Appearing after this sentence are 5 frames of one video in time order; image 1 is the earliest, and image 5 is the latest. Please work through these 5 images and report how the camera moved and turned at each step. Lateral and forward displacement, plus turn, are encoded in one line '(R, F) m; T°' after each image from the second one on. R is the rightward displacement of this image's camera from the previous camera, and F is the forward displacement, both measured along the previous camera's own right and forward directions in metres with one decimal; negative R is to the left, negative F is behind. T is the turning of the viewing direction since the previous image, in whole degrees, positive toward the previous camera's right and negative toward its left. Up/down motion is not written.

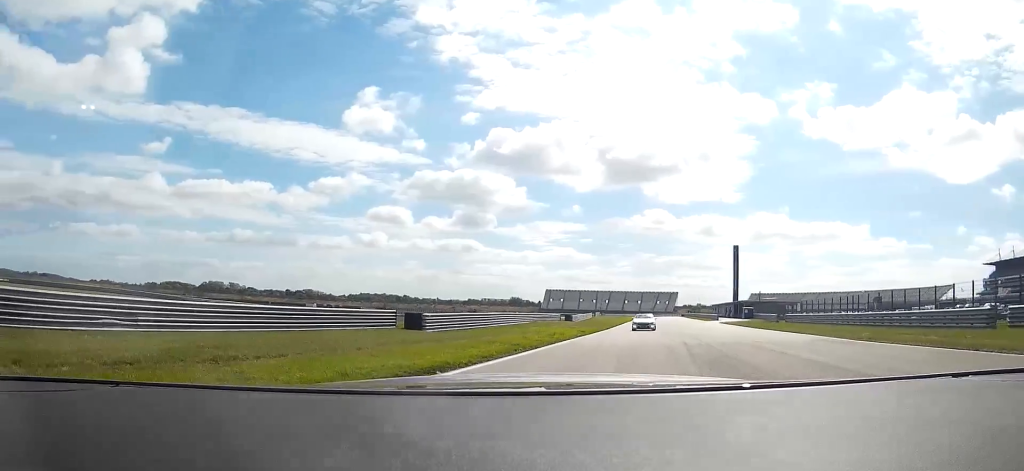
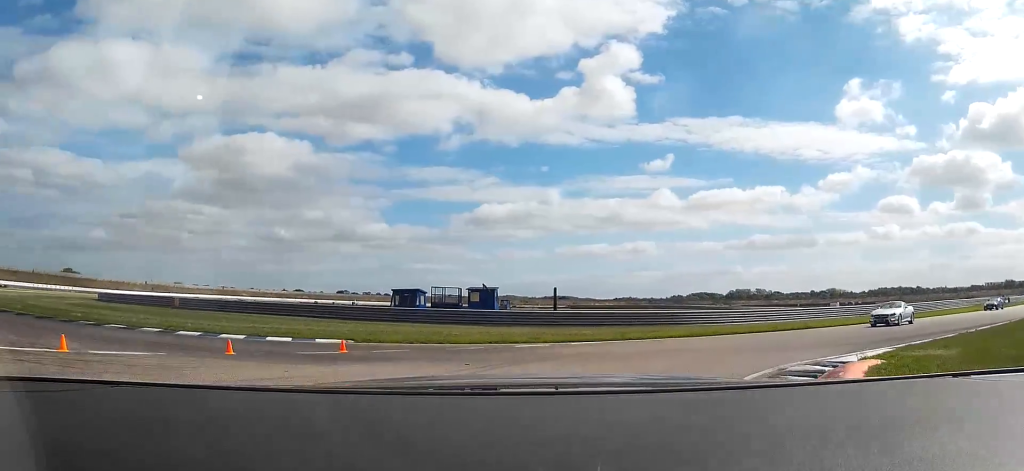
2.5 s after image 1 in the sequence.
(-10.1, +34.2) m; -58°
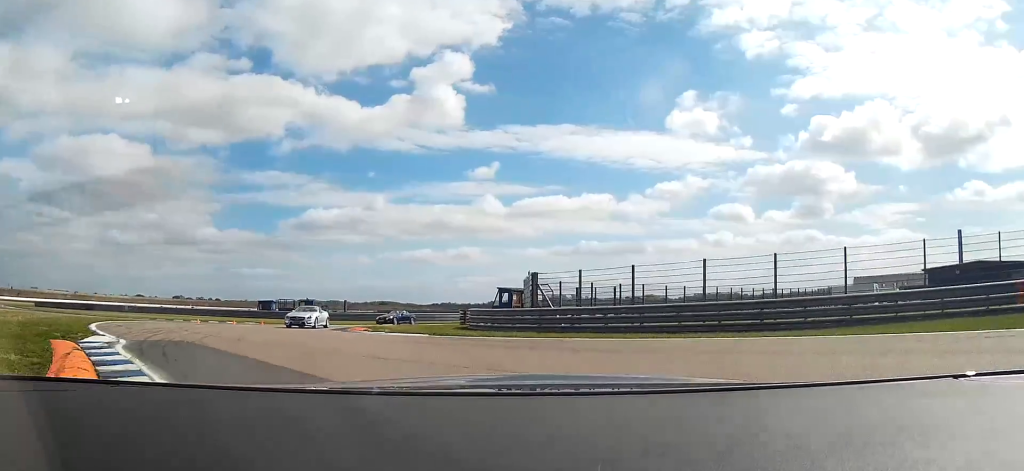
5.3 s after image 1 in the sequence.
(-5.1, +32.8) m; +7°
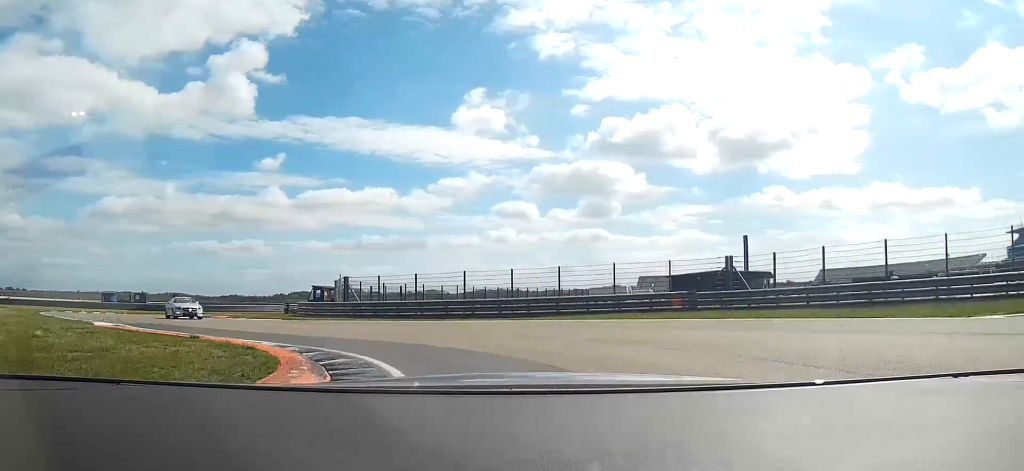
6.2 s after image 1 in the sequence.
(+0.8, +10.6) m; +15°
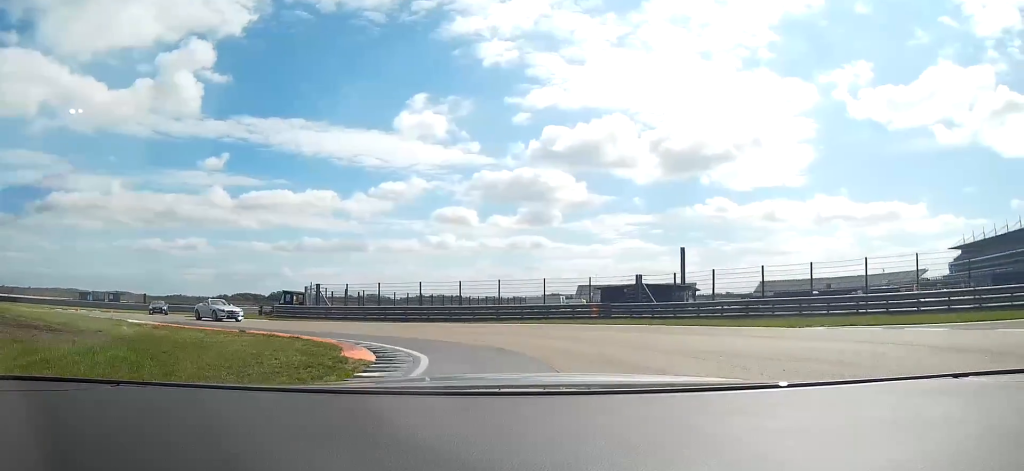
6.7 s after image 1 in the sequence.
(+0.4, +6.3) m; +8°
